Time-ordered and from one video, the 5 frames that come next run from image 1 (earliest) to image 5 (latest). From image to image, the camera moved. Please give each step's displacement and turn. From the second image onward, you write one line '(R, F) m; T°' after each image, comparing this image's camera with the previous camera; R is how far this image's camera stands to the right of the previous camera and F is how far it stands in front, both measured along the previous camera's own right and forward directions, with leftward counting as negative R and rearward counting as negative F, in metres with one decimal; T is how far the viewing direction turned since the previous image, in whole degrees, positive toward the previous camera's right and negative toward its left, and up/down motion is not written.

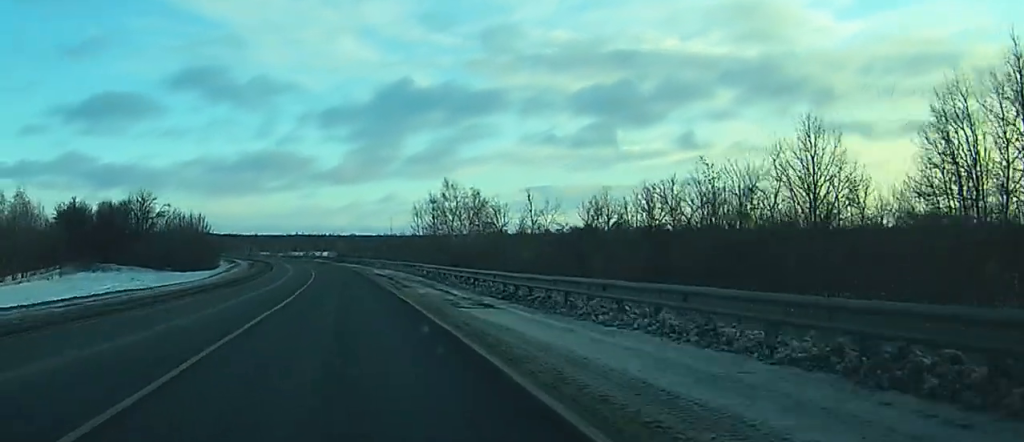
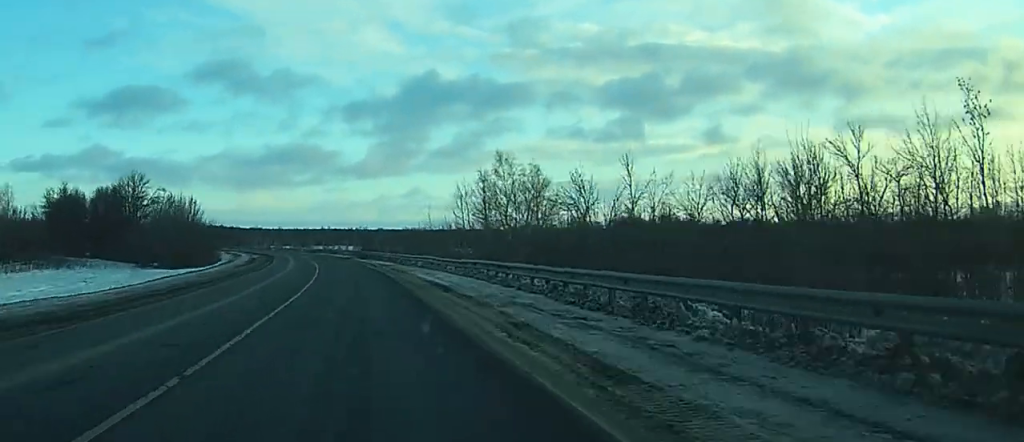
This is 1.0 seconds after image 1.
(-0.4, +26.8) m; -2°
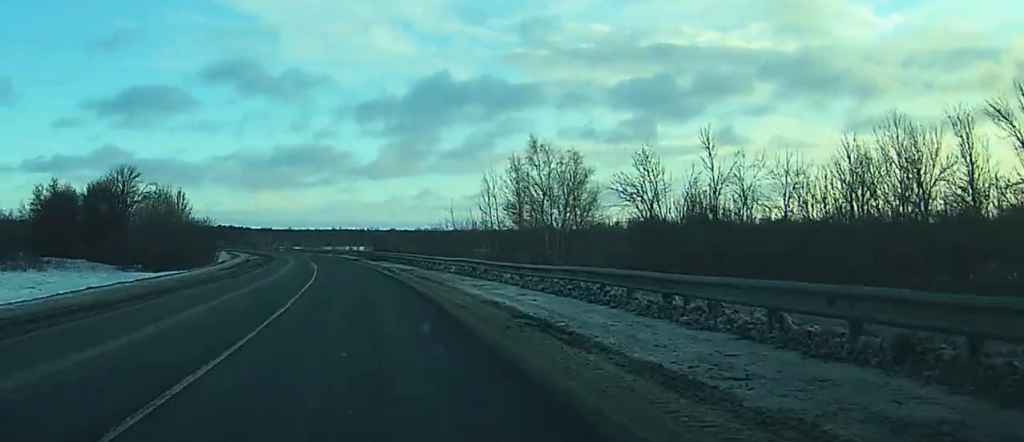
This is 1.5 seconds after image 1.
(-0.1, +14.2) m; -1°
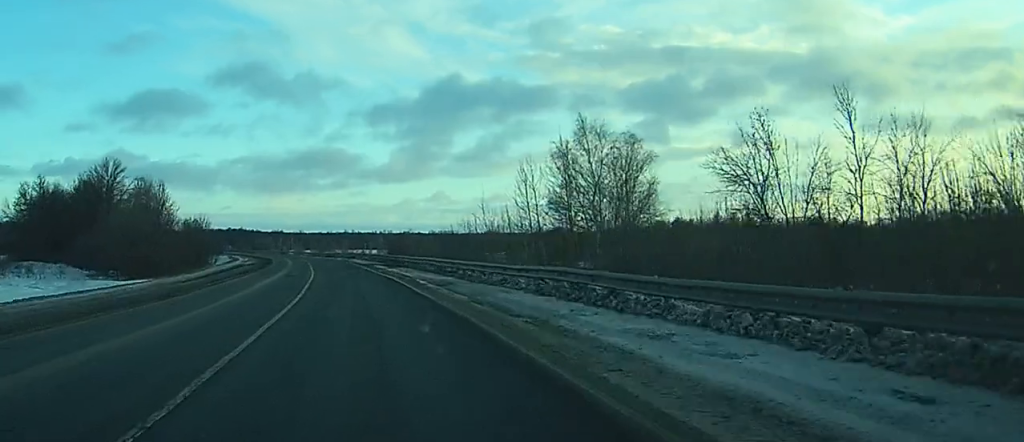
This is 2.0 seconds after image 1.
(-0.1, +15.4) m; -1°
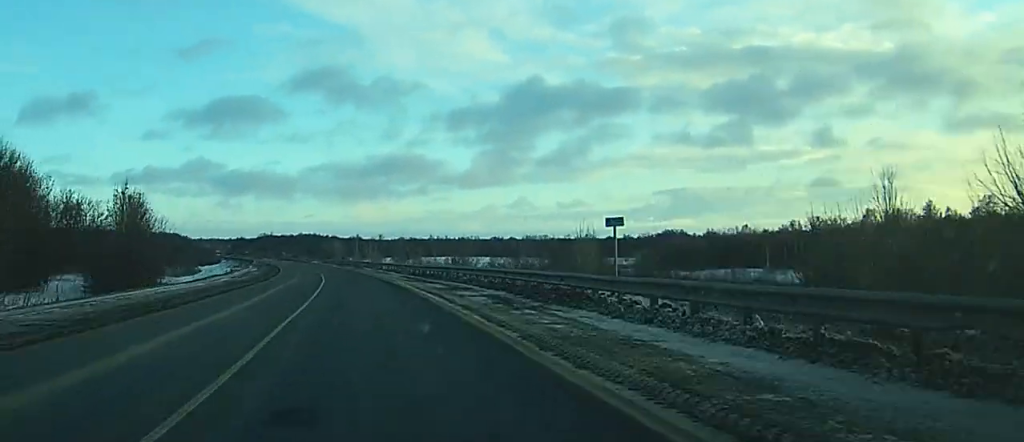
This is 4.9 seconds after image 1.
(-4.0, +84.9) m; -6°
